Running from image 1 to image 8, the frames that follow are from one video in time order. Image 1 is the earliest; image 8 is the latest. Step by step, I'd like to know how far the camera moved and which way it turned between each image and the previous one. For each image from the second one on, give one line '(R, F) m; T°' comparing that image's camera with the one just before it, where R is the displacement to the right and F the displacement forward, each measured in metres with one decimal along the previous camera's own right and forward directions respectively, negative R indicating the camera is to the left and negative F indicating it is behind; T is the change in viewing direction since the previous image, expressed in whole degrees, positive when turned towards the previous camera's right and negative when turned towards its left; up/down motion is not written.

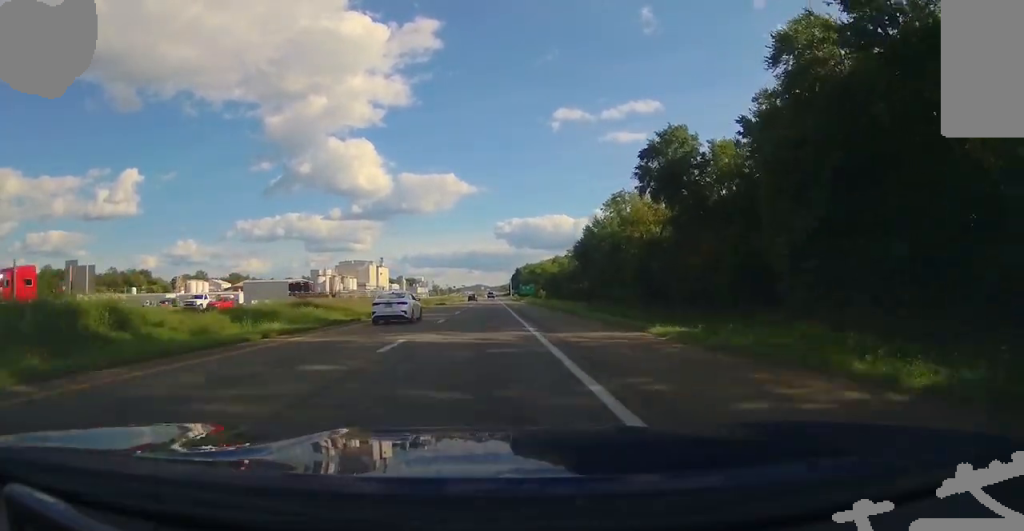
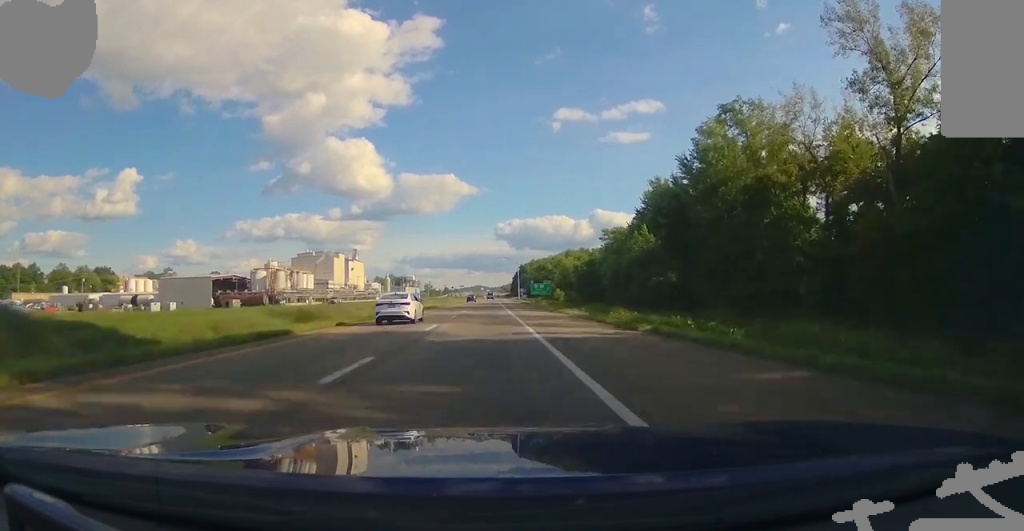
(-0.2, +65.0) m; 0°
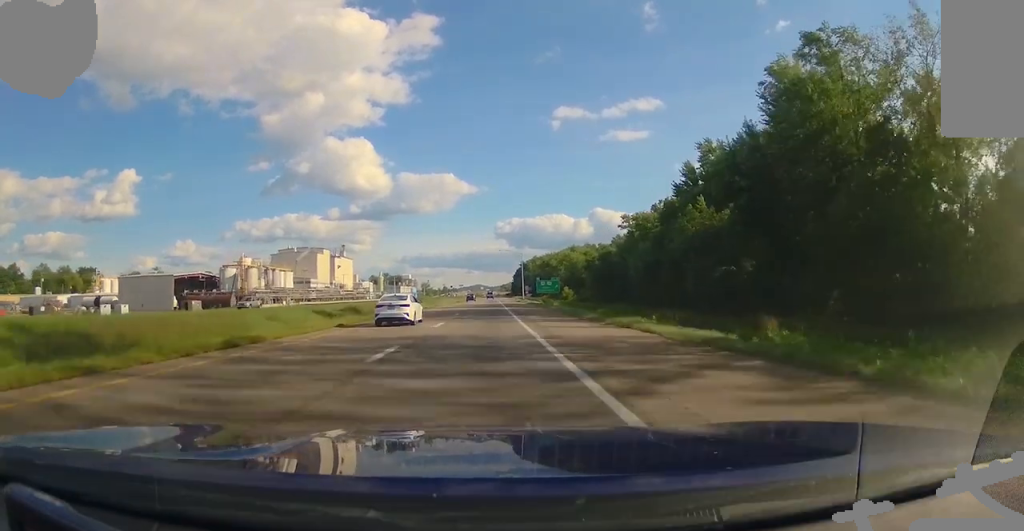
(-0.1, +21.5) m; 0°
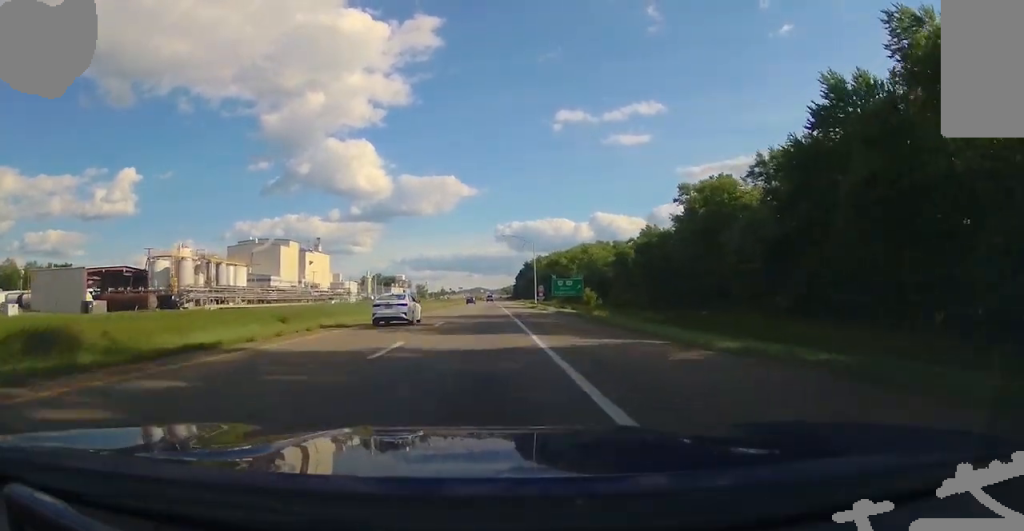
(0.0, +36.2) m; 0°
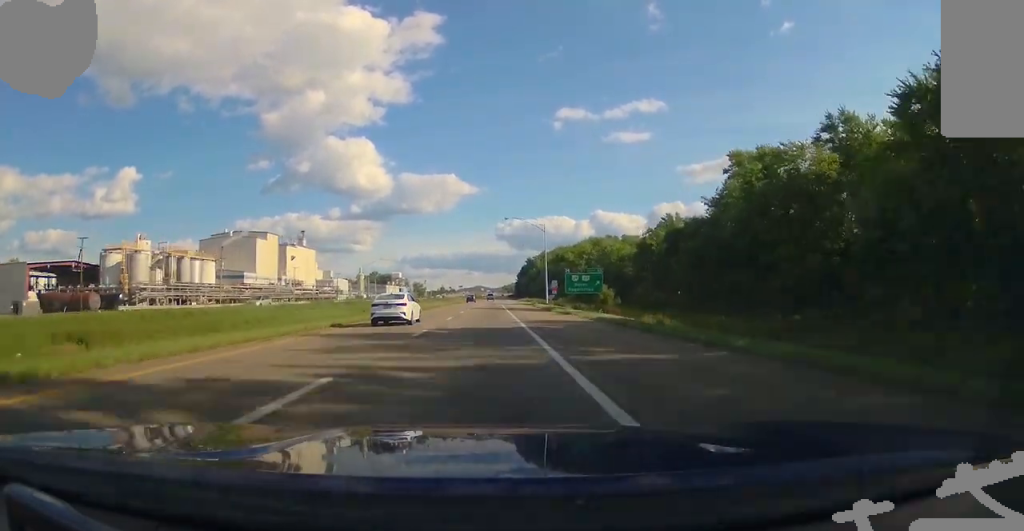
(0.0, +18.2) m; 0°
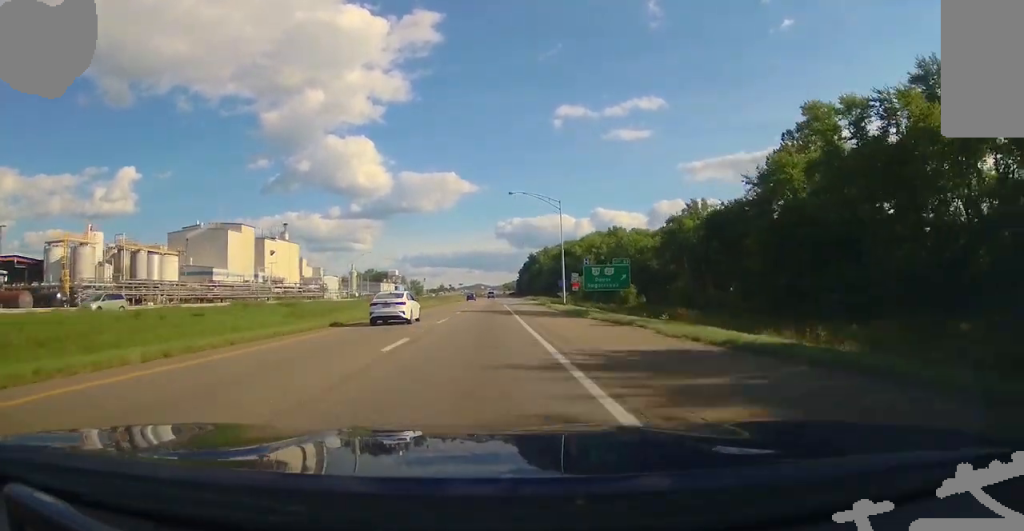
(0.0, +17.2) m; 0°
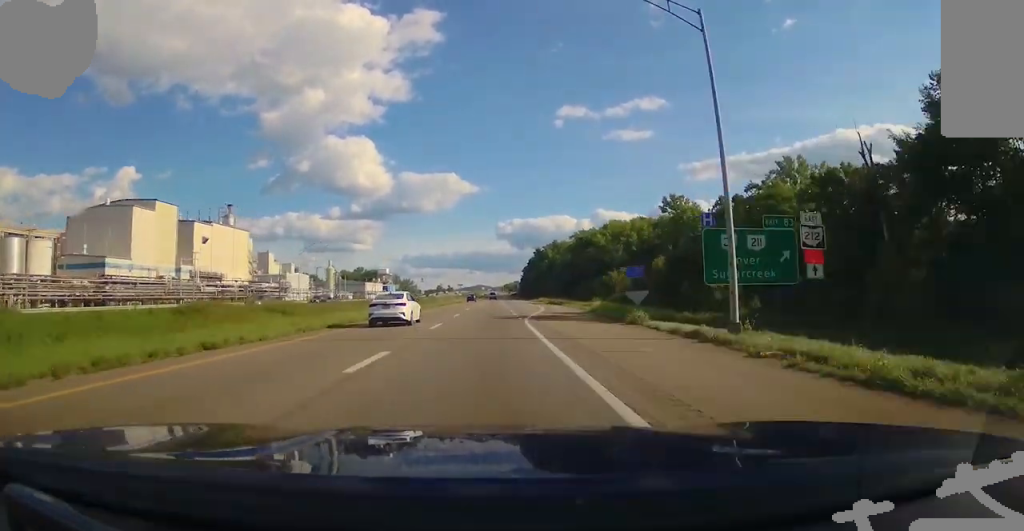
(0.0, +40.6) m; 0°
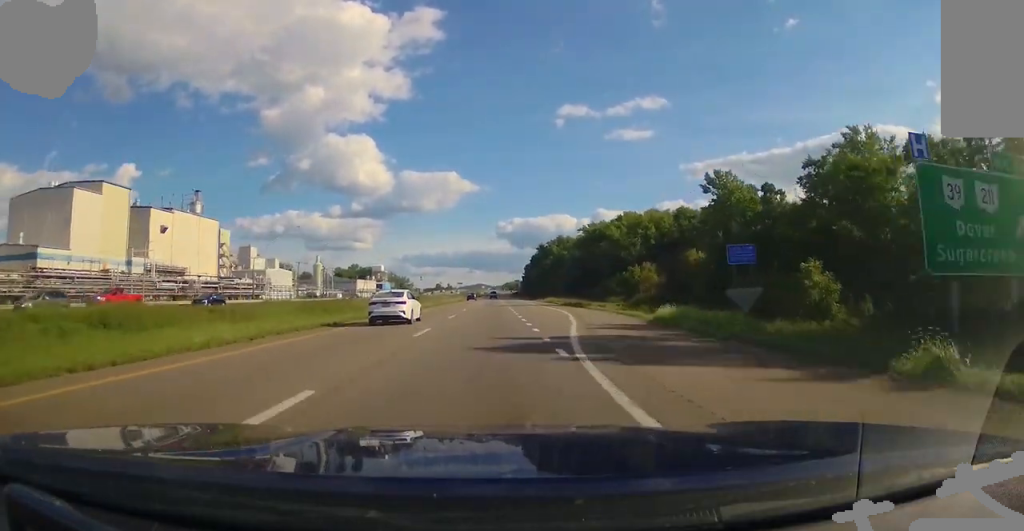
(0.0, +17.3) m; 0°
